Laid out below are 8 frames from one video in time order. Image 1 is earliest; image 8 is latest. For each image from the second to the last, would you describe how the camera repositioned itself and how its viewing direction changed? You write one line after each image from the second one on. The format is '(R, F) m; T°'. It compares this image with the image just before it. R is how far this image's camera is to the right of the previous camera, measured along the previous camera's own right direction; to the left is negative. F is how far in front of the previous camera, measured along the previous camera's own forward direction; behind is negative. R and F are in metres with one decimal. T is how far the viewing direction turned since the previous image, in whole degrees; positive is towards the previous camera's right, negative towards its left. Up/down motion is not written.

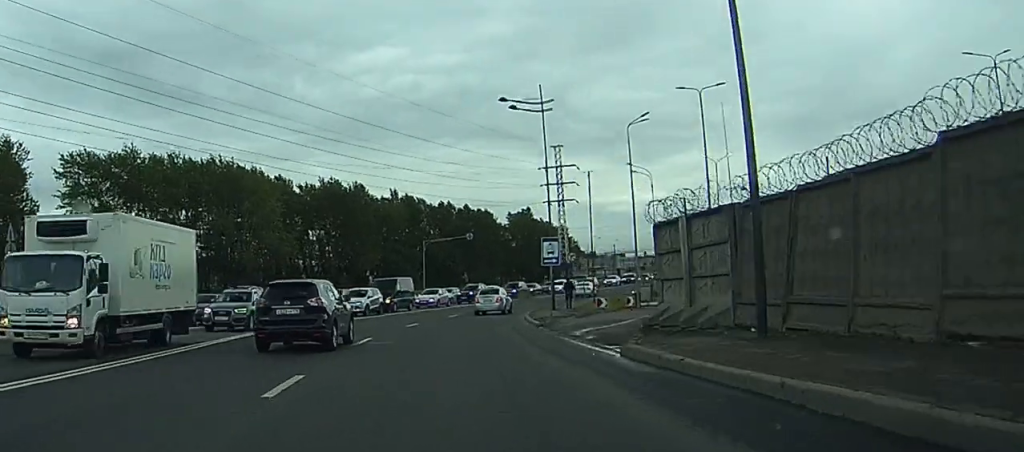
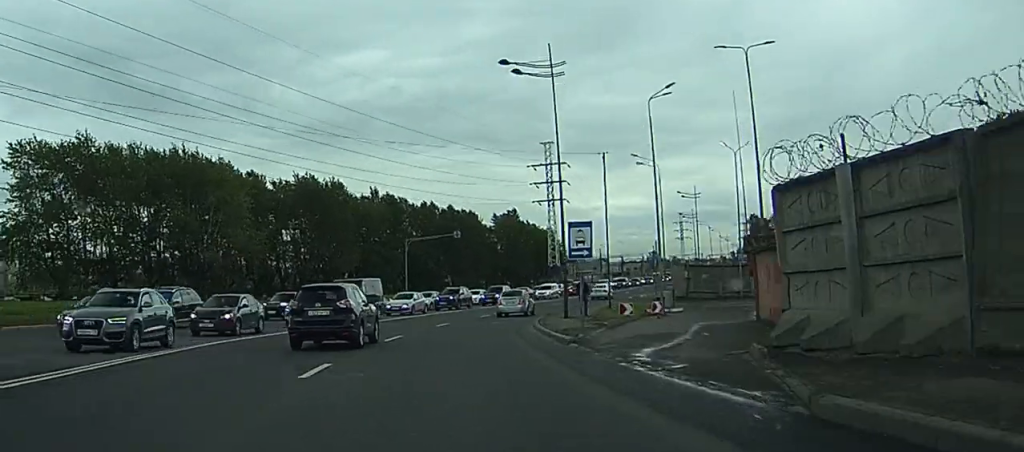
(+2.0, +7.9) m; -7°
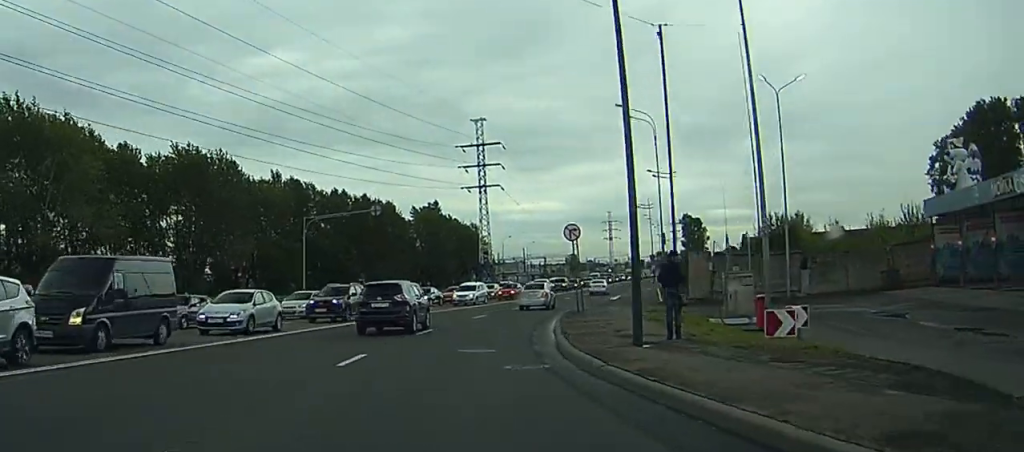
(-5.9, +24.7) m; -3°
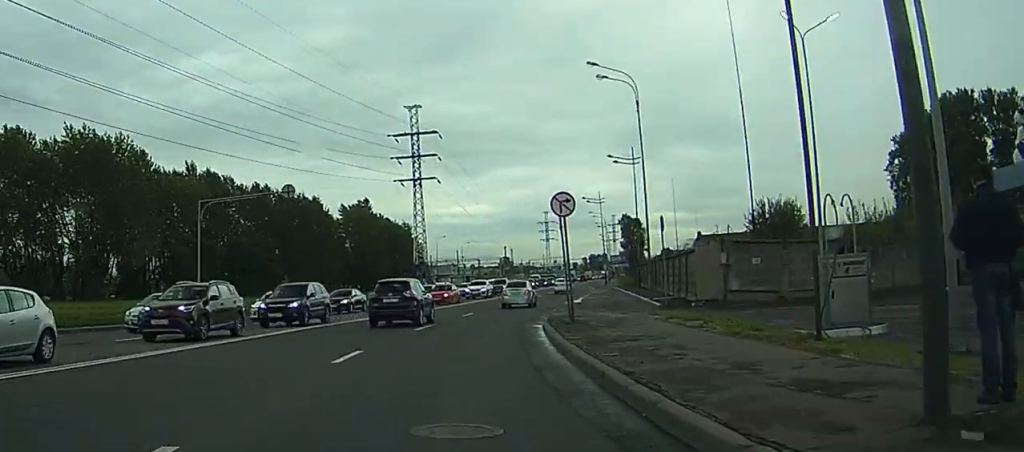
(+1.3, +12.9) m; +8°
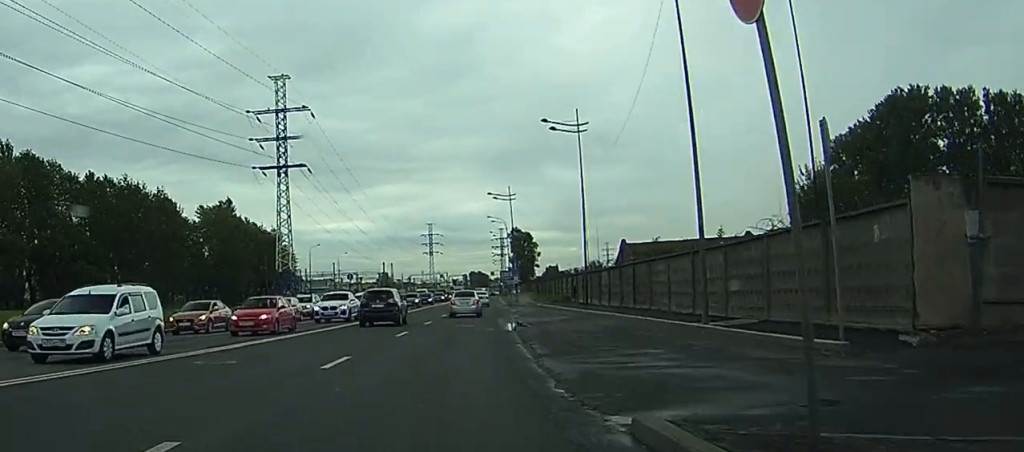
(+2.2, +25.2) m; +10°
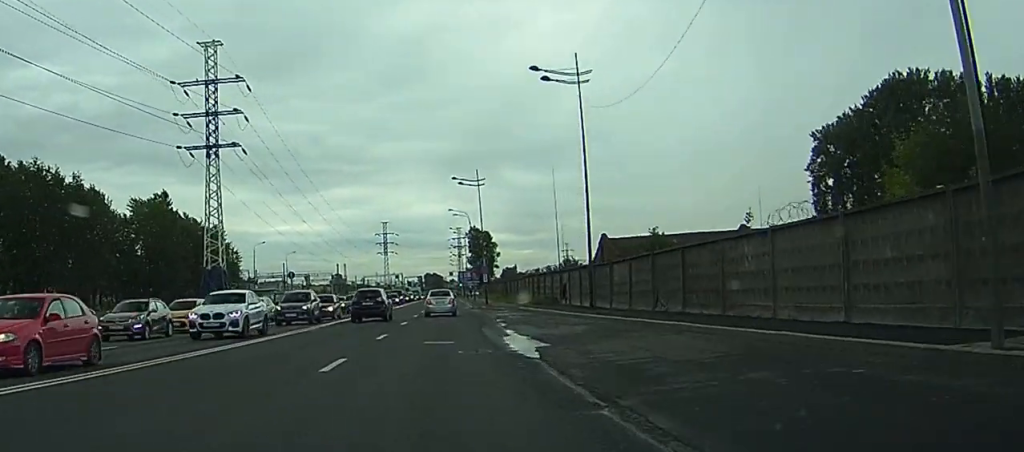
(+0.7, +14.1) m; +4°
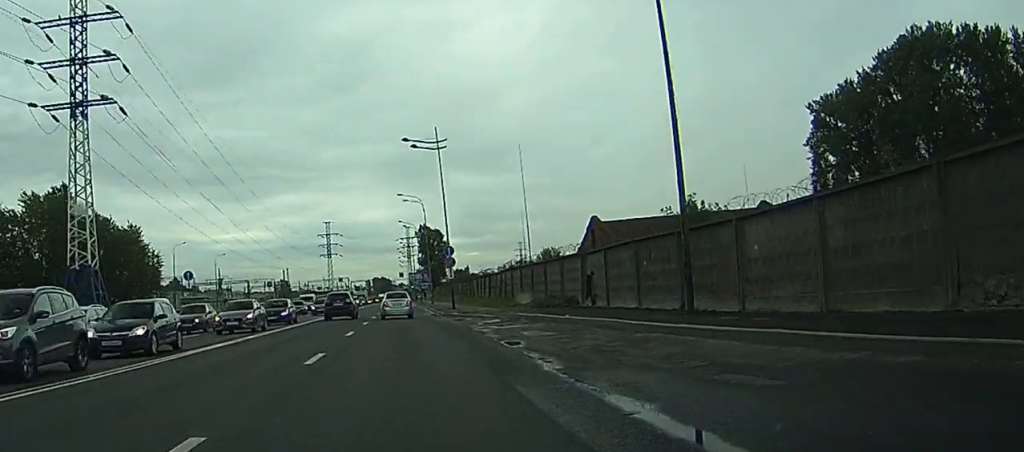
(+0.9, +21.3) m; +4°
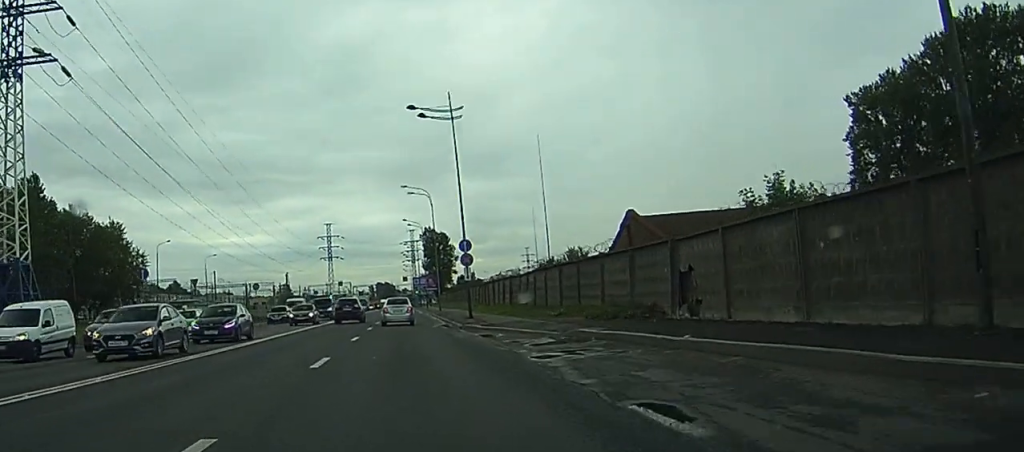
(+0.2, +11.6) m; +1°
